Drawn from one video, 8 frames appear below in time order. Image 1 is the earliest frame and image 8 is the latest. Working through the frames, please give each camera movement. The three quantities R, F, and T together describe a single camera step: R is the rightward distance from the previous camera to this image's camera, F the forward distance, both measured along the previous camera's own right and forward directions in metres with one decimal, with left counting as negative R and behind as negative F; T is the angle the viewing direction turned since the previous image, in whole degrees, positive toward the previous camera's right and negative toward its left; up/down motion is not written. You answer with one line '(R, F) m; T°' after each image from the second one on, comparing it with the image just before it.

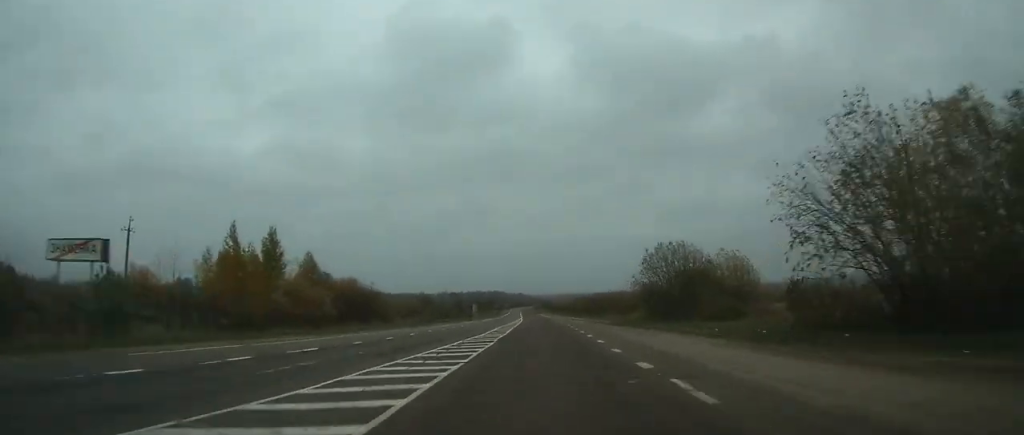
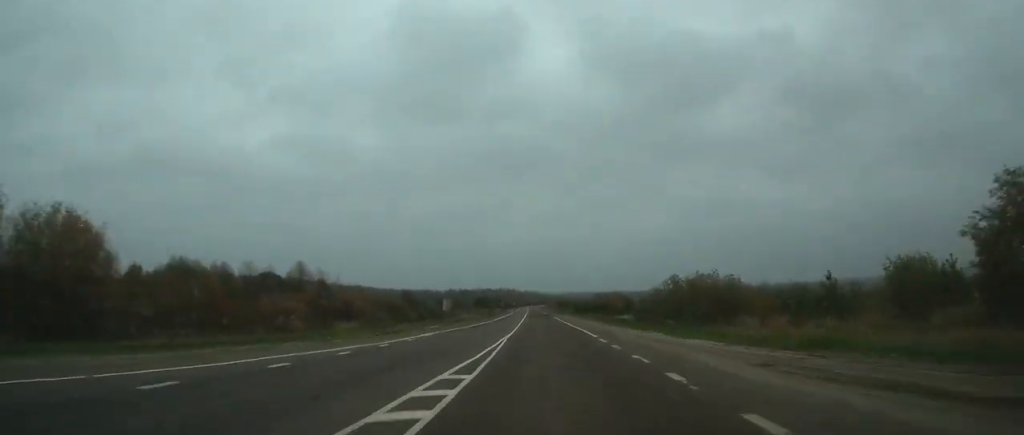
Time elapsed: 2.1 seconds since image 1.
(-1.0, +45.3) m; -2°
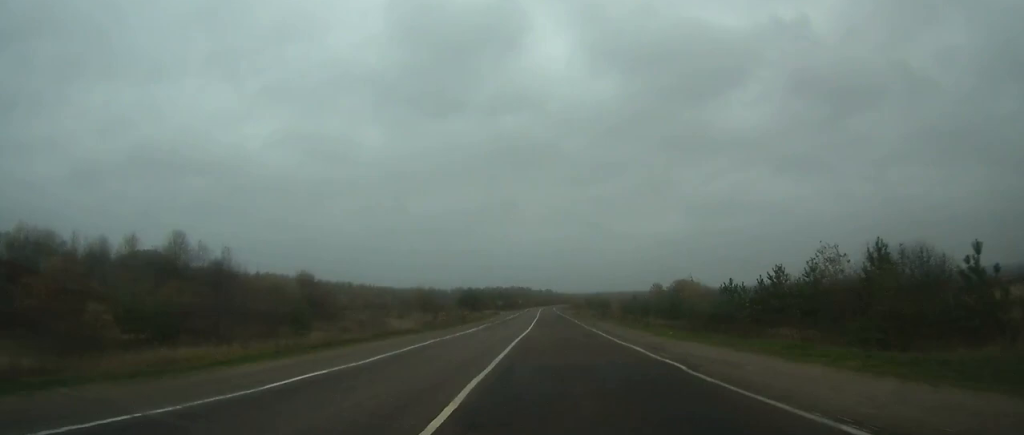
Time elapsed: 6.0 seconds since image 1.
(-1.1, +92.3) m; -1°
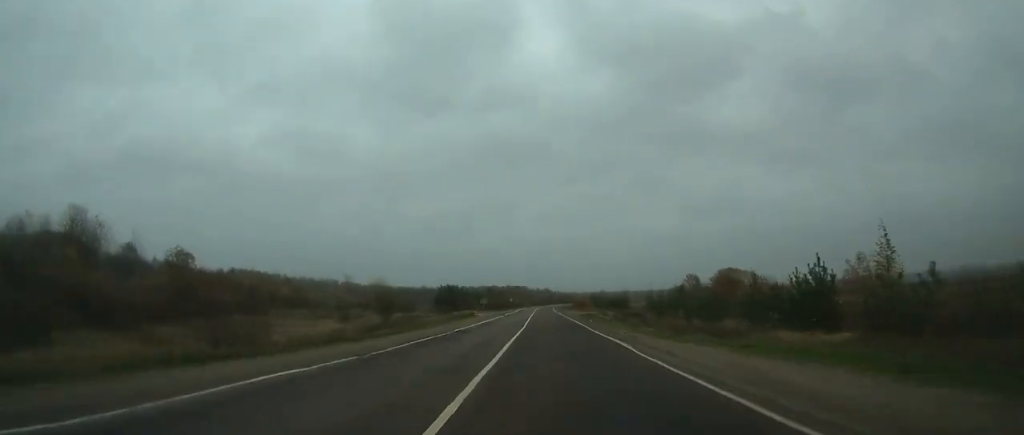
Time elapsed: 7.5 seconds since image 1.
(+0.1, +35.0) m; 0°
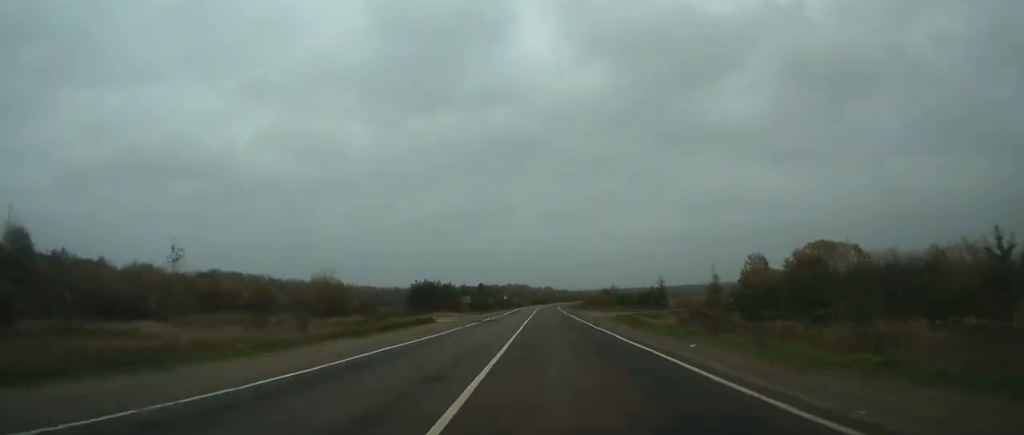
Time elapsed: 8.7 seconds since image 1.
(0.0, +29.7) m; 0°
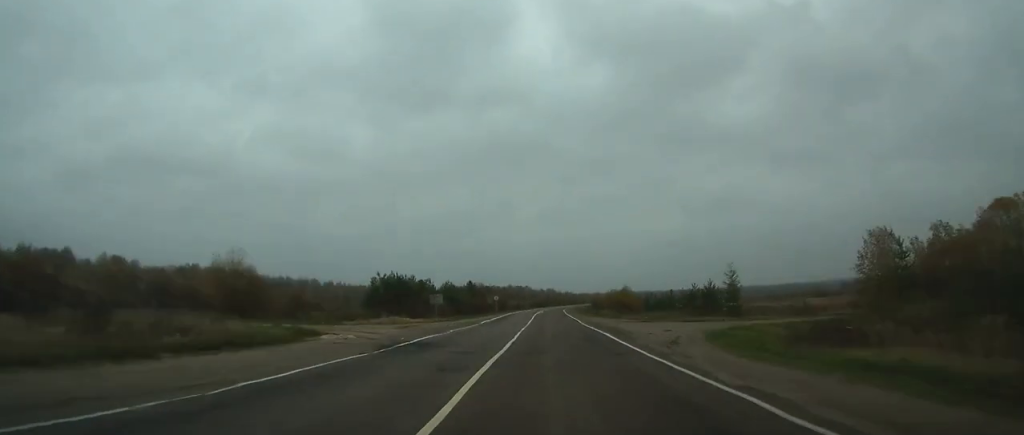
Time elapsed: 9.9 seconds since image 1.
(0.0, +26.5) m; 0°
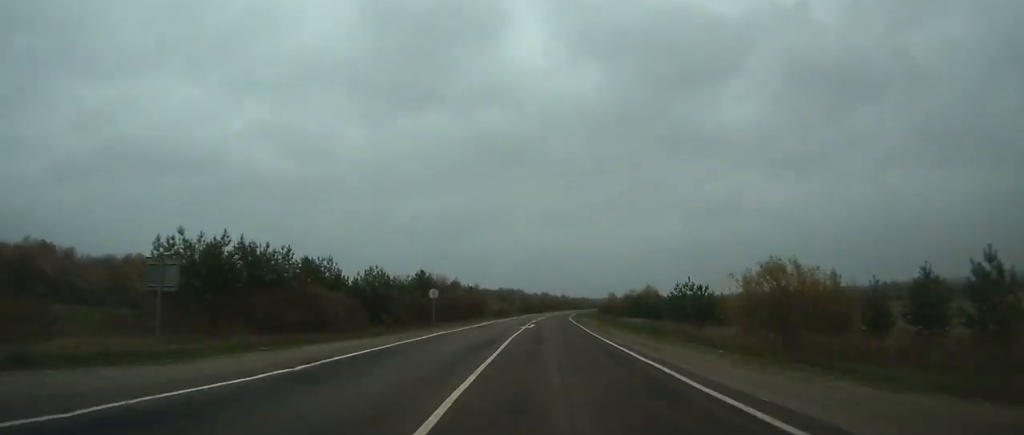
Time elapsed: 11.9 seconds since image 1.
(+0.3, +47.7) m; +1°
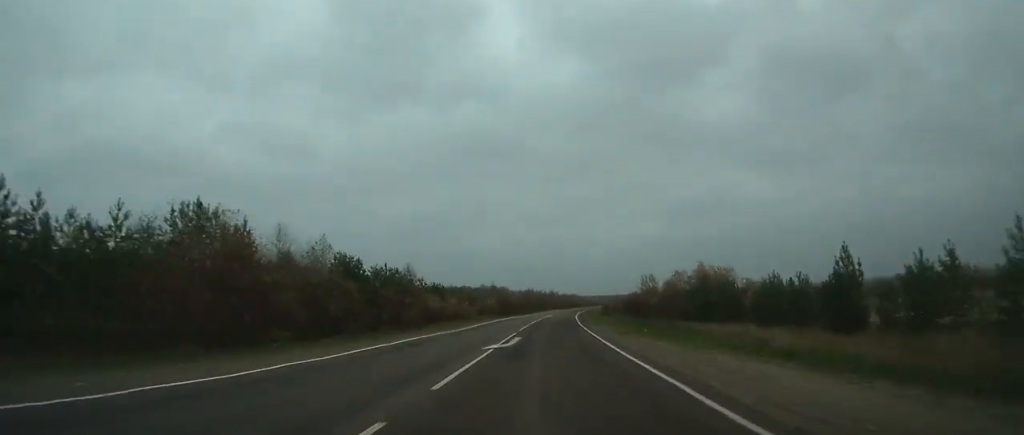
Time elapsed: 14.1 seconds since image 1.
(+0.5, +58.6) m; +1°
